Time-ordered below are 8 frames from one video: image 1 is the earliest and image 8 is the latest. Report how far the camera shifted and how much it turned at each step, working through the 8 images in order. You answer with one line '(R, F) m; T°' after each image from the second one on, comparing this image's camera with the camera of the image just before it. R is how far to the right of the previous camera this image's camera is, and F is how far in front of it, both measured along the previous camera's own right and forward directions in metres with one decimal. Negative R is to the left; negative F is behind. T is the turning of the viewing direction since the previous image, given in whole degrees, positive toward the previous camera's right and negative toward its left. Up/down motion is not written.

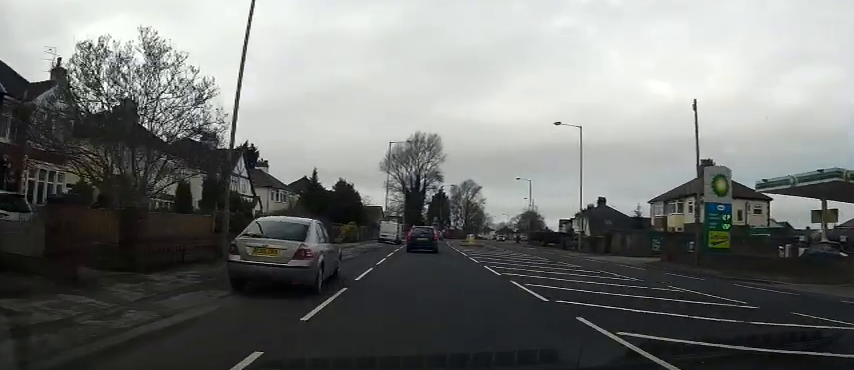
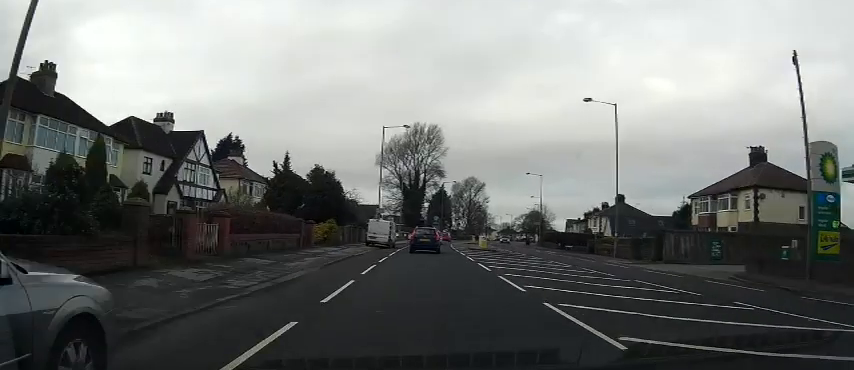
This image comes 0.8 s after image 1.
(0.0, +9.7) m; 0°
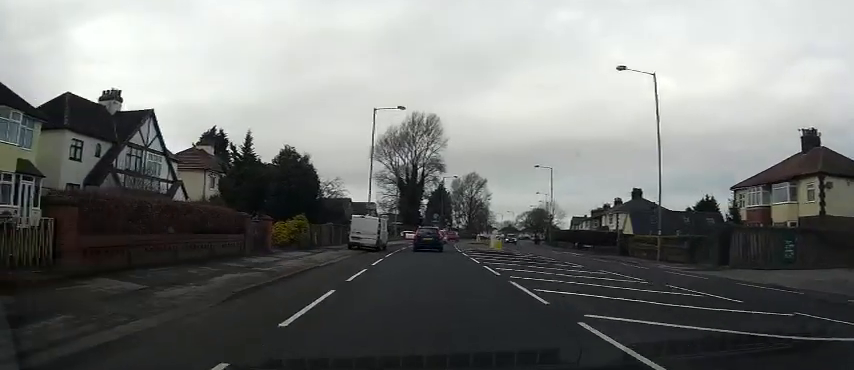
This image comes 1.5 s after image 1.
(0.0, +8.2) m; 0°
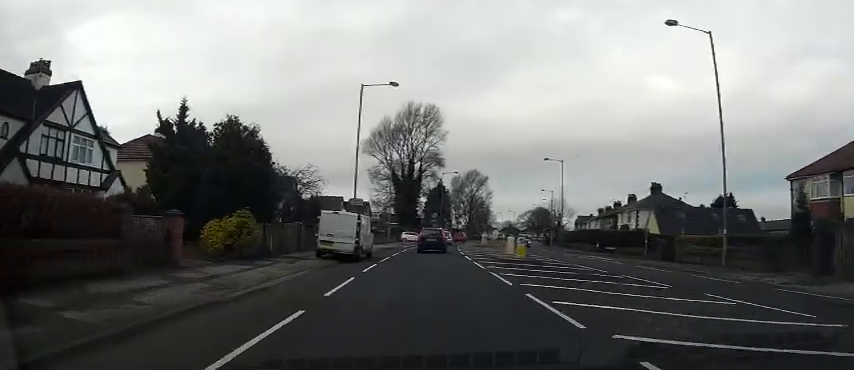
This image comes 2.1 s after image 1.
(0.0, +8.2) m; +1°
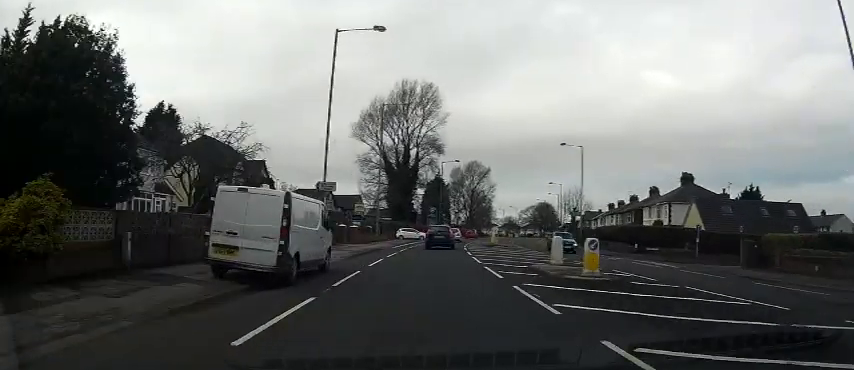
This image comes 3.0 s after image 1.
(+0.1, +10.7) m; +1°
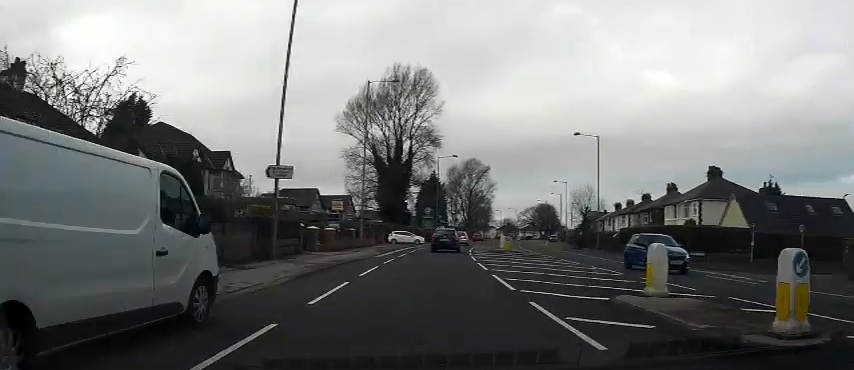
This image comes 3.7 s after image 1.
(+0.3, +8.1) m; 0°
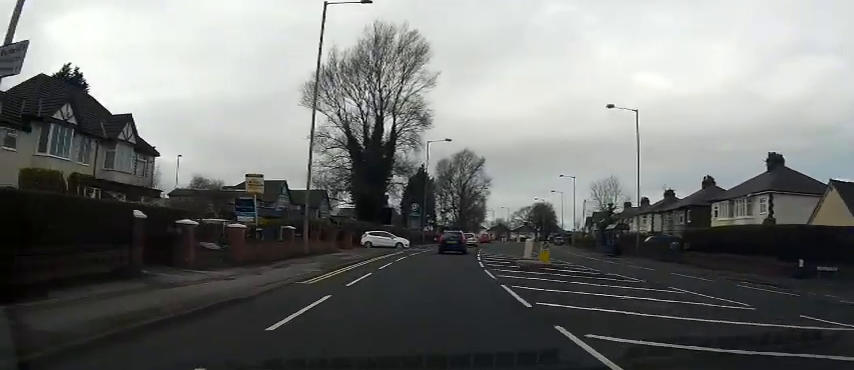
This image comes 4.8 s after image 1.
(-0.4, +13.7) m; 0°
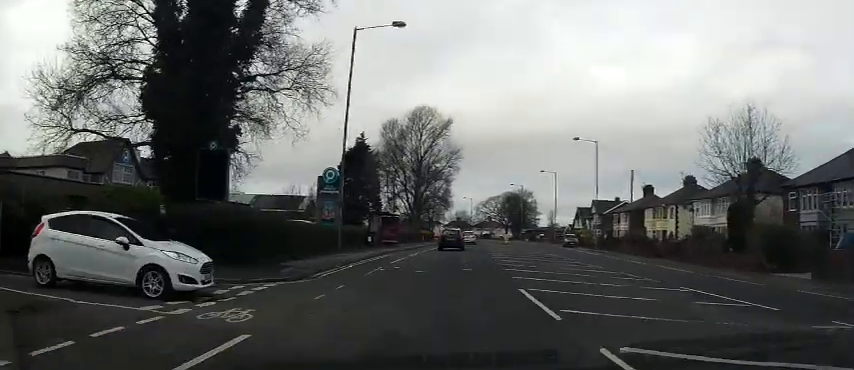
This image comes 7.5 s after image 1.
(+1.9, +33.4) m; +6°
